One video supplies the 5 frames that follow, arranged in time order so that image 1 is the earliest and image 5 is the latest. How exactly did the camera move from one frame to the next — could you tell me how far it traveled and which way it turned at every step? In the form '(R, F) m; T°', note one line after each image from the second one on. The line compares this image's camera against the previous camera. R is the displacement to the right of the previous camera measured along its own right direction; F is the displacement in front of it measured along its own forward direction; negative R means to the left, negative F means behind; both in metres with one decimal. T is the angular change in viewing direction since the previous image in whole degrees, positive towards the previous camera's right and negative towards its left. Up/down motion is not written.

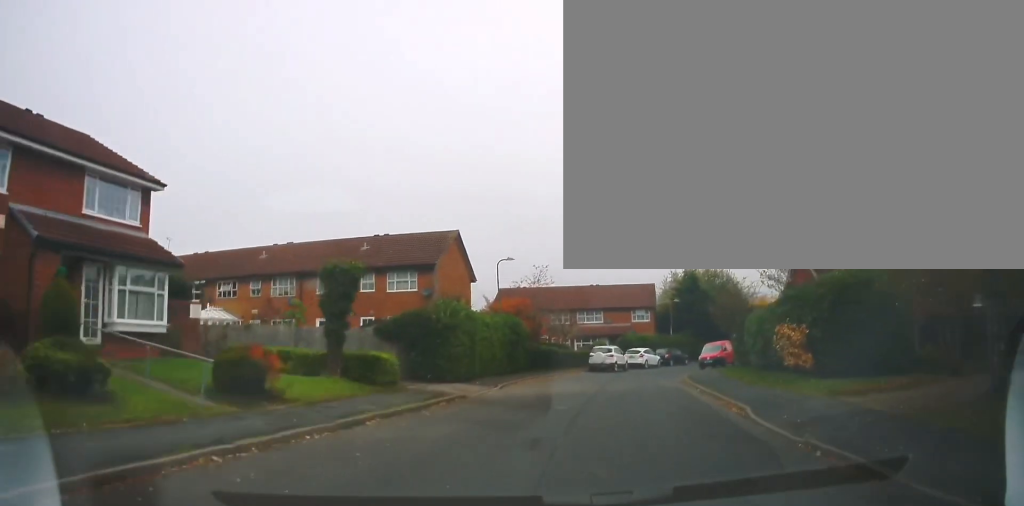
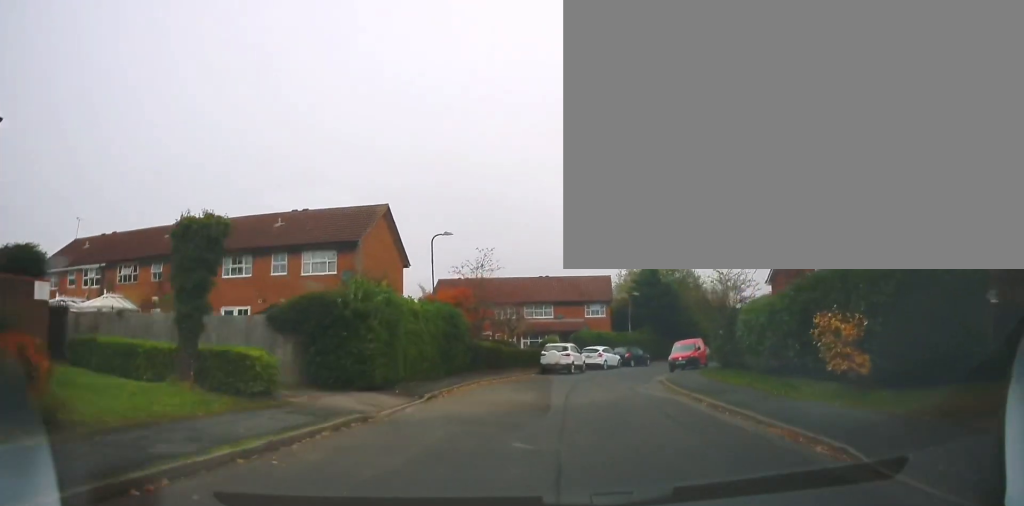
(+0.2, +5.7) m; +5°
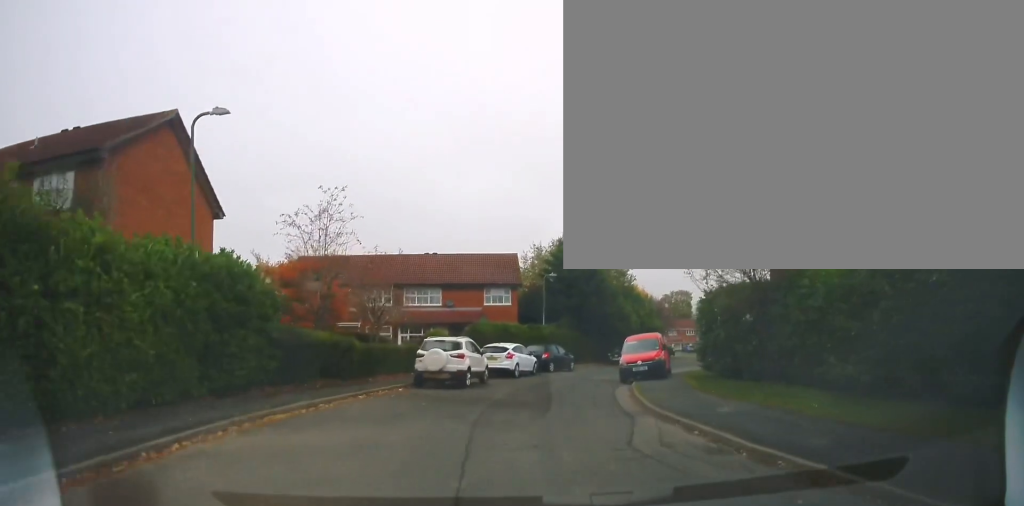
(+1.4, +12.6) m; +13°
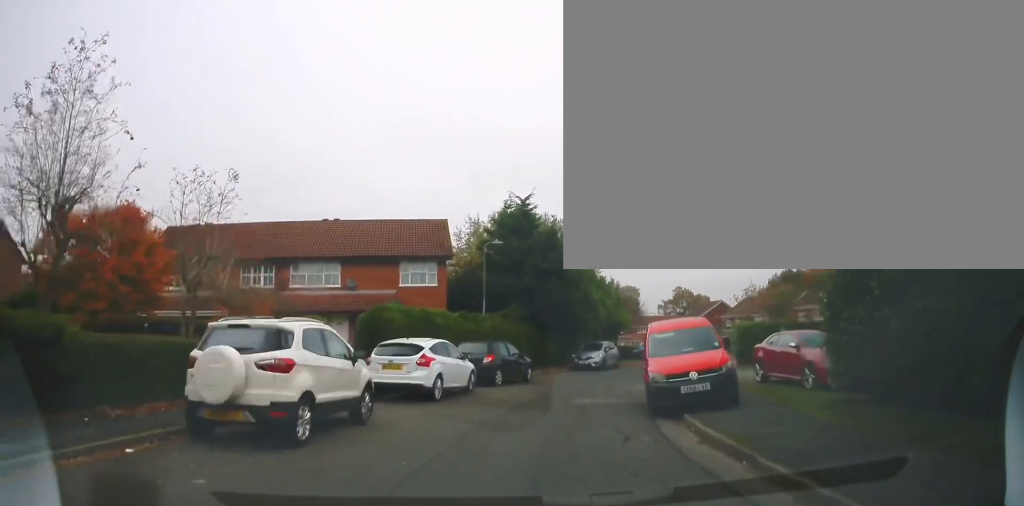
(+0.7, +11.7) m; +4°
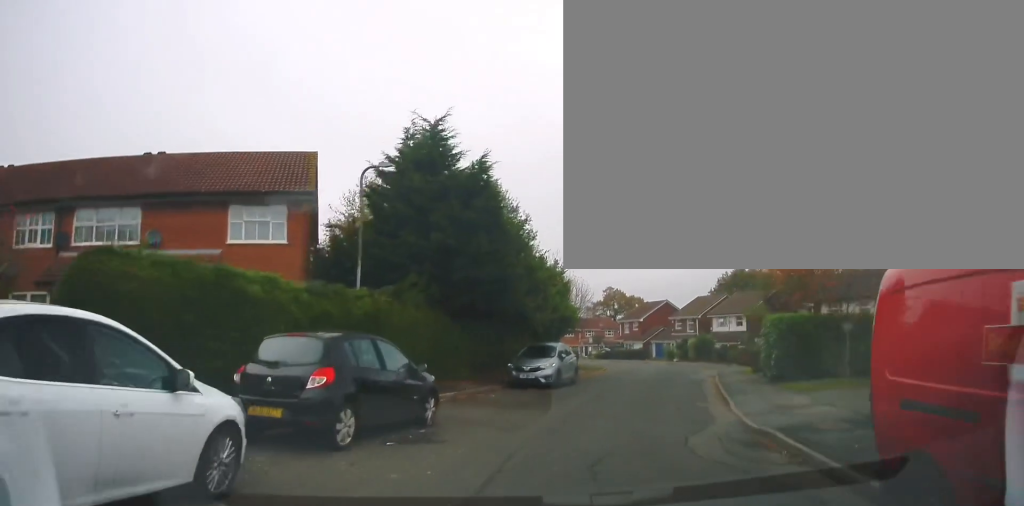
(+0.8, +11.7) m; +10°
